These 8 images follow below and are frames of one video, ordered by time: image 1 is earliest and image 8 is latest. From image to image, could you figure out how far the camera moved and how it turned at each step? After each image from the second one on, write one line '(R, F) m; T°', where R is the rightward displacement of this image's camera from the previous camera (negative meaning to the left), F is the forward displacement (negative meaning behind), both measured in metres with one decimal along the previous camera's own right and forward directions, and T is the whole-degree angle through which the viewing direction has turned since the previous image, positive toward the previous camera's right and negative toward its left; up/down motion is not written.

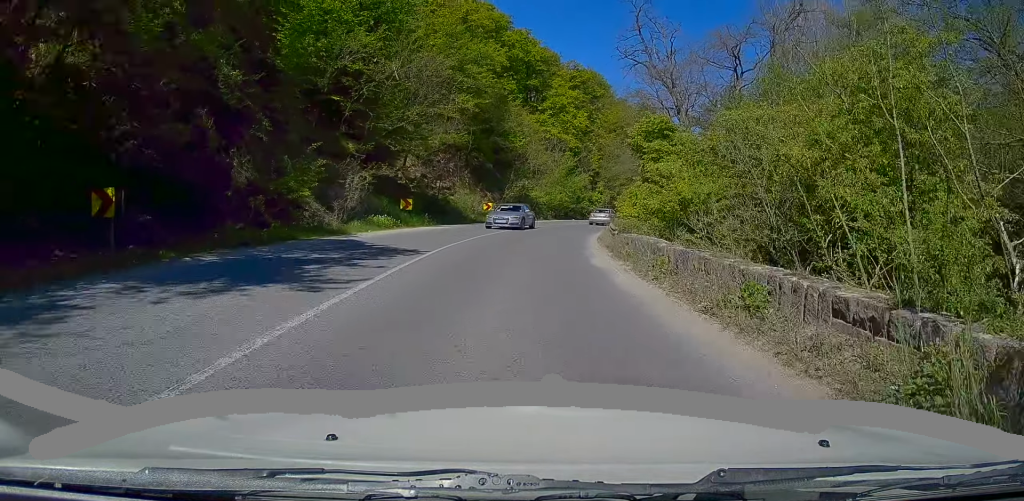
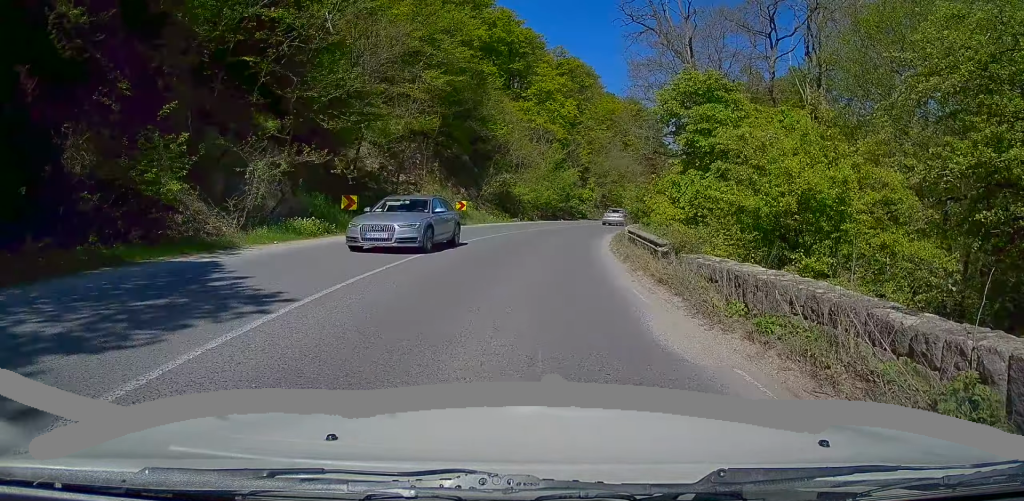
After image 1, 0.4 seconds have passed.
(0.0, +8.4) m; +1°
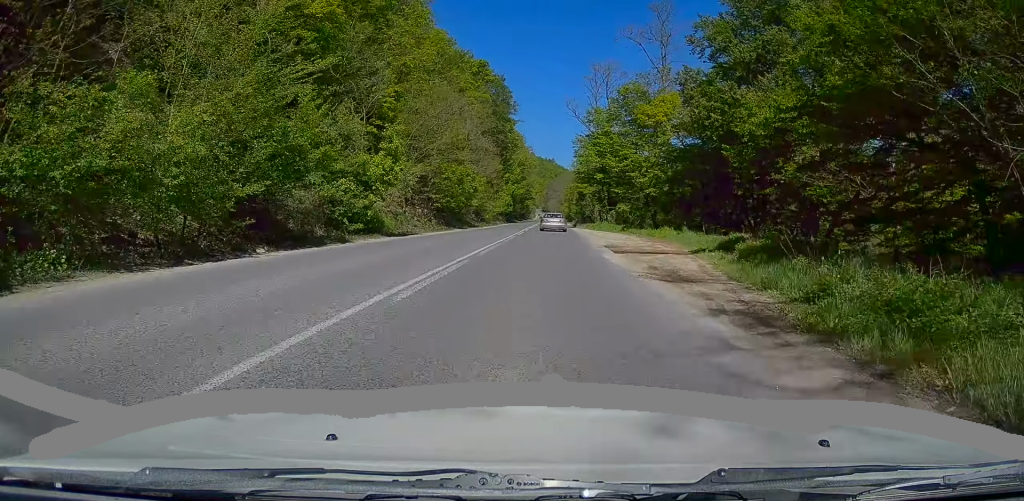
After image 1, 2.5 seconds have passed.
(+4.2, +42.3) m; +12°
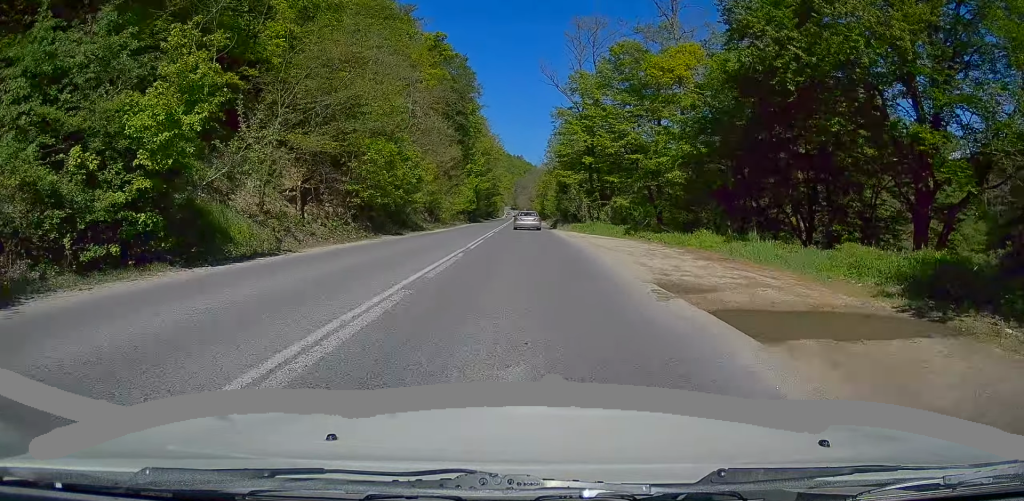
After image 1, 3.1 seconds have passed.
(0.0, +13.8) m; +3°
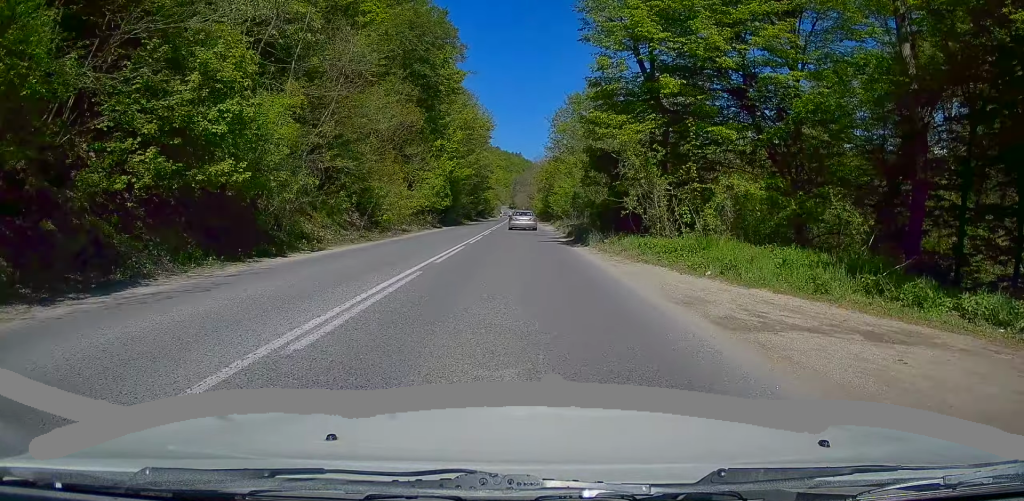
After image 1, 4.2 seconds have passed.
(+1.2, +23.5) m; +2°
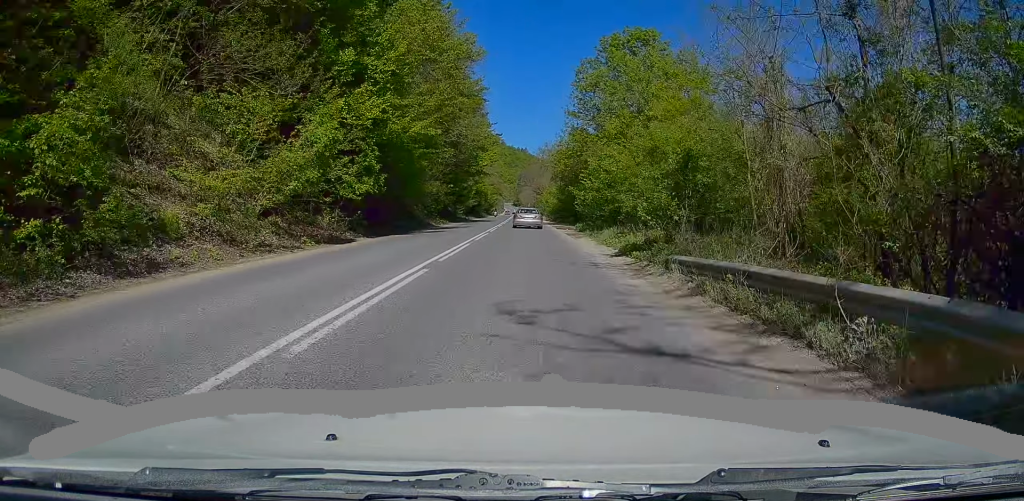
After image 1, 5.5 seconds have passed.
(-0.3, +27.0) m; +1°
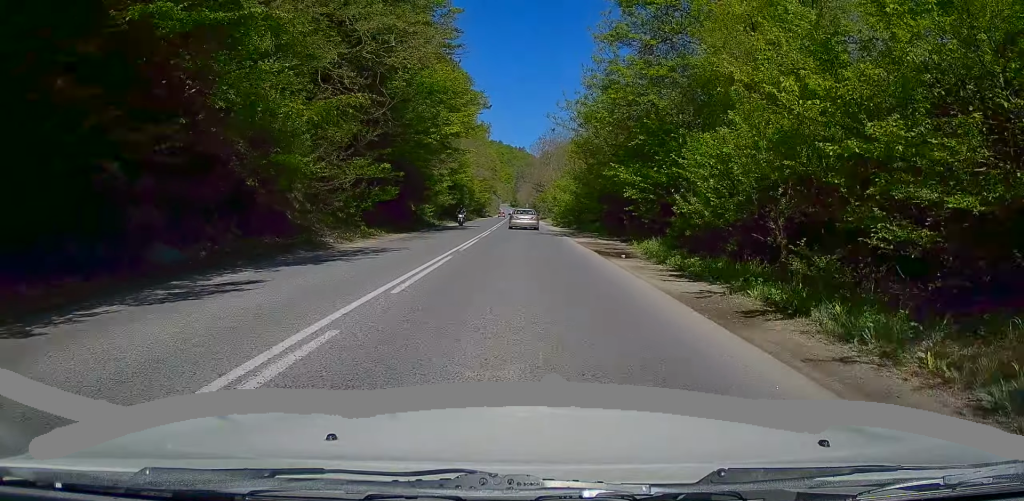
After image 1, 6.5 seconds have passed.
(+0.4, +23.7) m; +2°
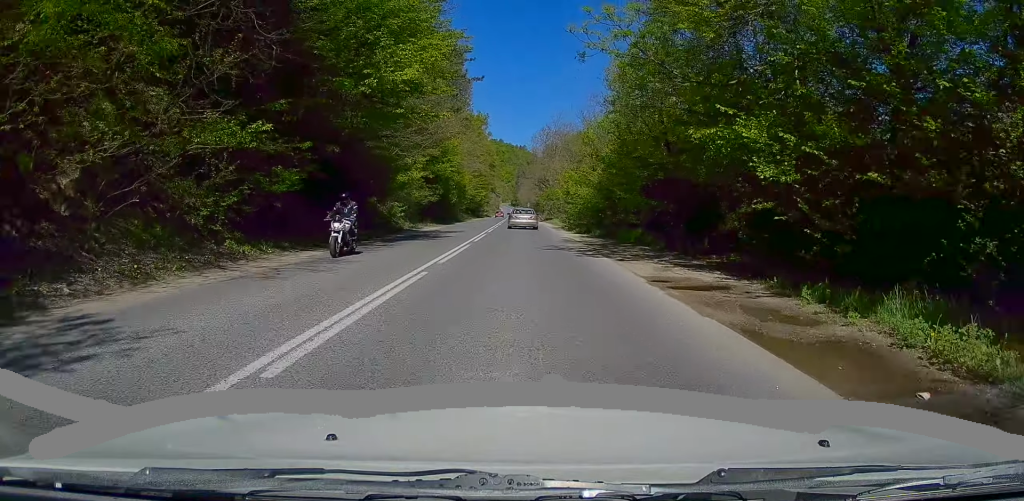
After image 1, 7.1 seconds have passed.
(+0.1, +13.4) m; +1°
